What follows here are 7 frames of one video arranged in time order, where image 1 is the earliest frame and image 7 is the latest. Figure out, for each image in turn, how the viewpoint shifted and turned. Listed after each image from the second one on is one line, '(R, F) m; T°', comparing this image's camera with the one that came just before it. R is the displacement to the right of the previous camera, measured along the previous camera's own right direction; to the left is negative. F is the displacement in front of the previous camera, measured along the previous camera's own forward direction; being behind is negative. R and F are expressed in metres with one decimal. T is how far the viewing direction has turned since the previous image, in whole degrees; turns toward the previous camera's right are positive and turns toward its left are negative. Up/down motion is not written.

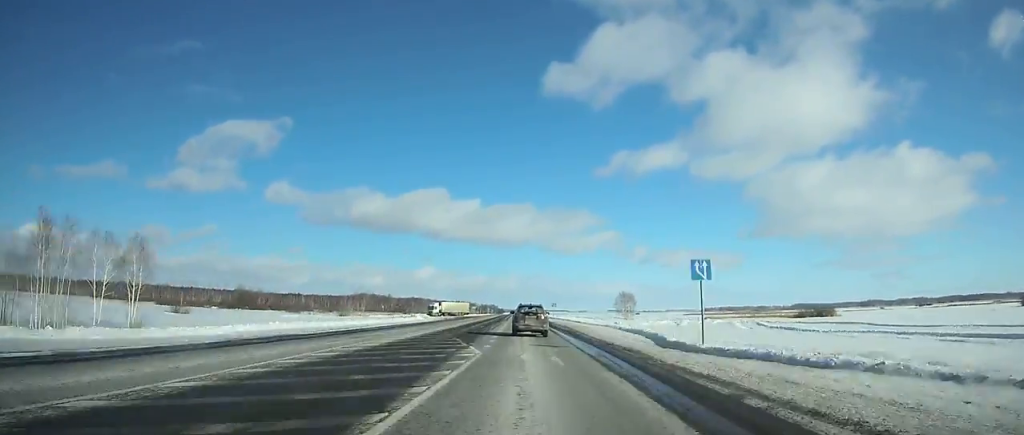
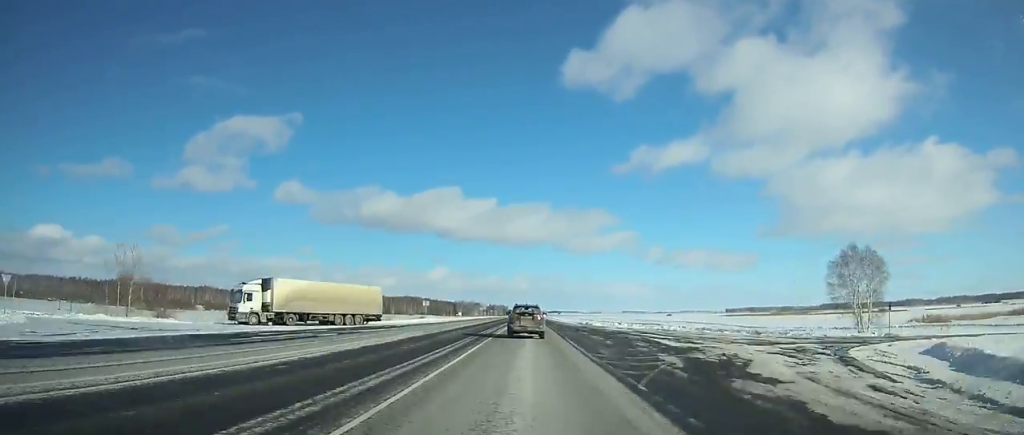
(-0.5, +111.9) m; -1°
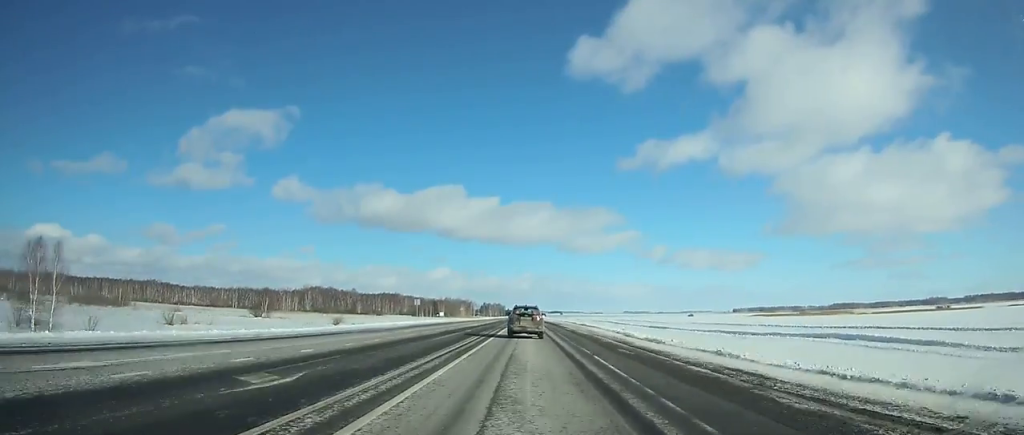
(-0.3, +104.8) m; 0°
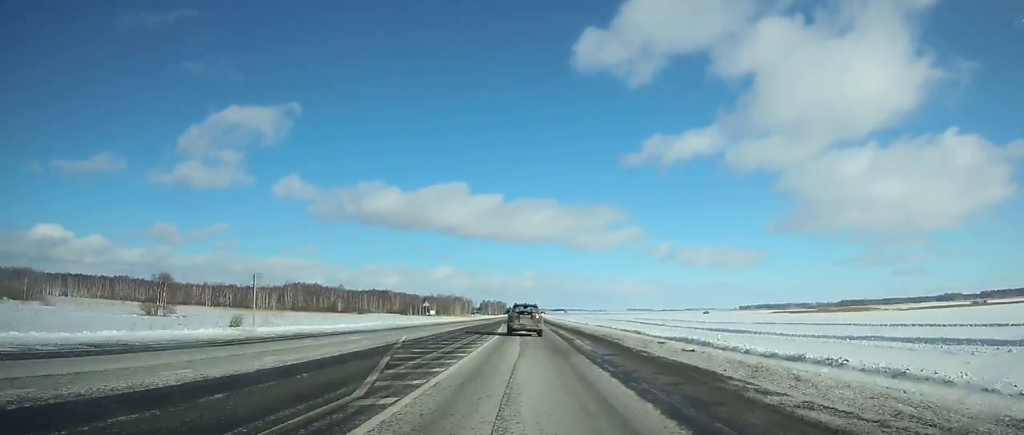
(0.0, +49.4) m; 0°
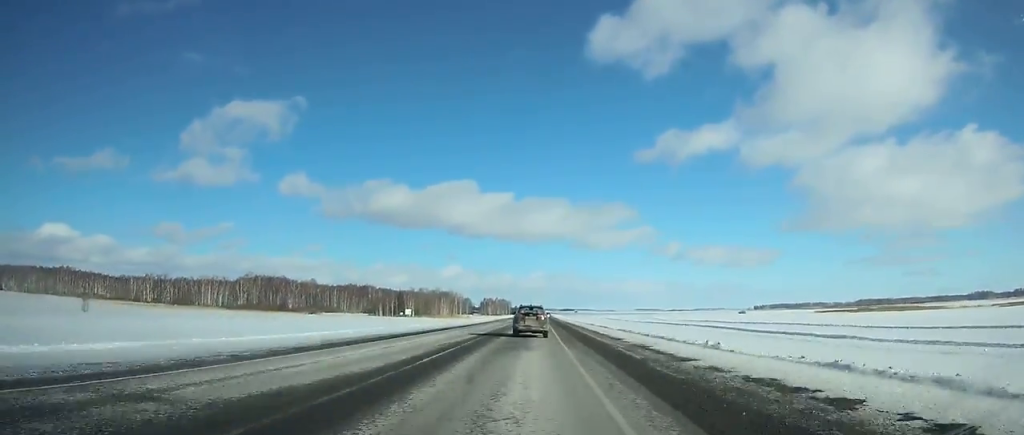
(-0.3, +86.3) m; 0°
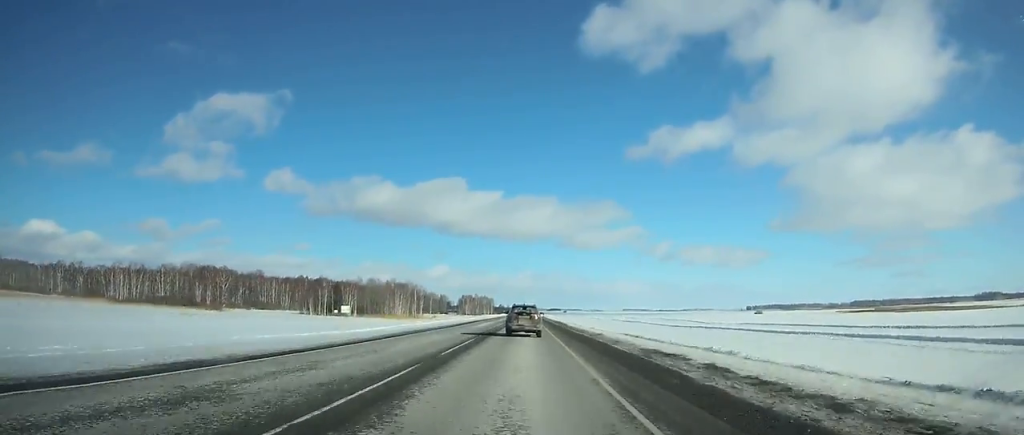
(+0.3, +68.4) m; 0°
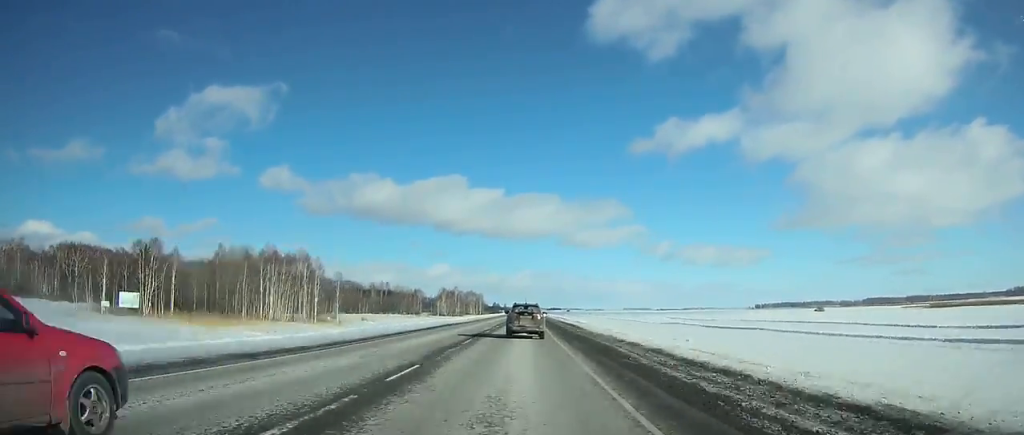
(+0.1, +97.5) m; 0°
